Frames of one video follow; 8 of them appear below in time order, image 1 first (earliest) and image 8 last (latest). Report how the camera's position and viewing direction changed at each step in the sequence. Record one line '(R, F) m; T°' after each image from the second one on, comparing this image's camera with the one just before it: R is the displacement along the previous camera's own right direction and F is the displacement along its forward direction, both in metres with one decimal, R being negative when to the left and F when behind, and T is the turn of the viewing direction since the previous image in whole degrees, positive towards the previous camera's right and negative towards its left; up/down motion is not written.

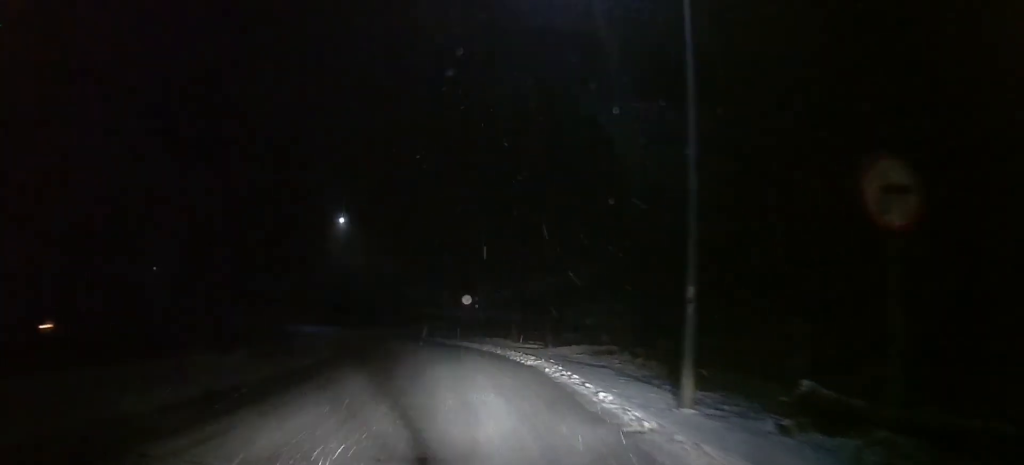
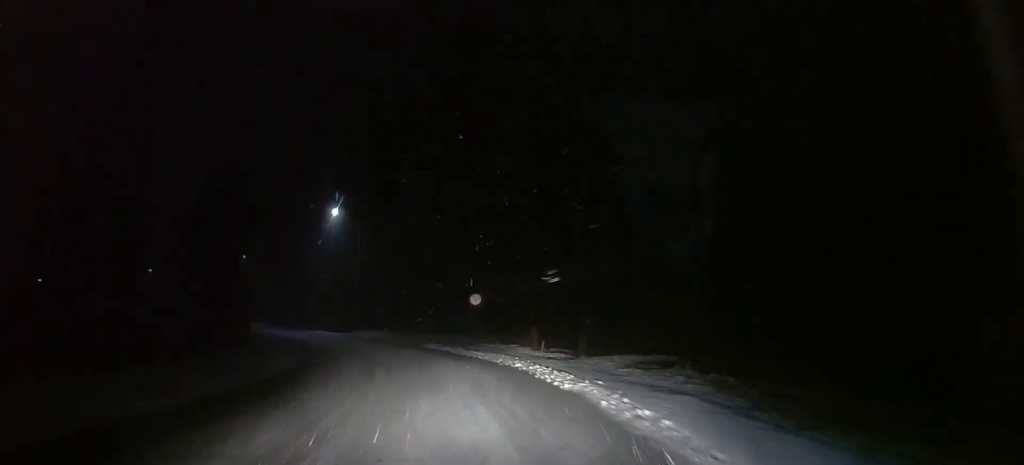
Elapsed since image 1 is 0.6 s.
(0.0, +5.6) m; 0°
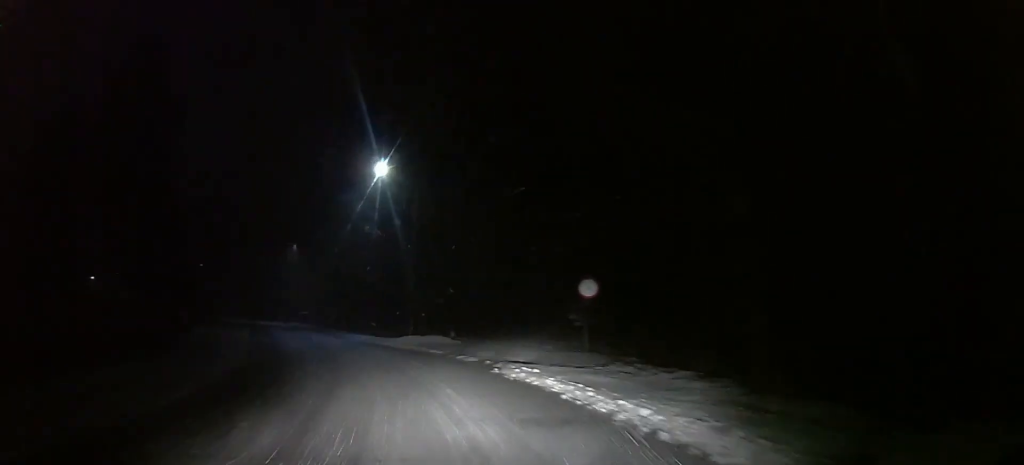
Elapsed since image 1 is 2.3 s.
(0.0, +14.4) m; 0°
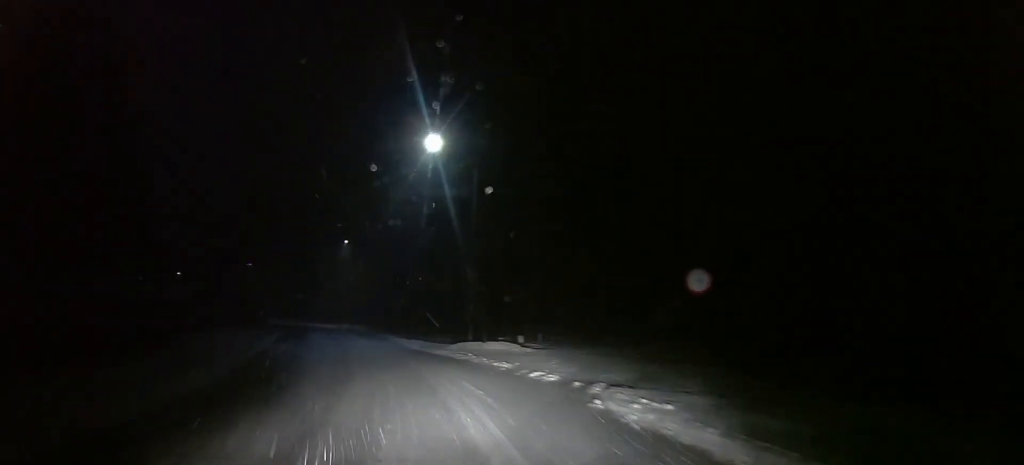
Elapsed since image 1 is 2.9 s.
(0.0, +5.8) m; -2°
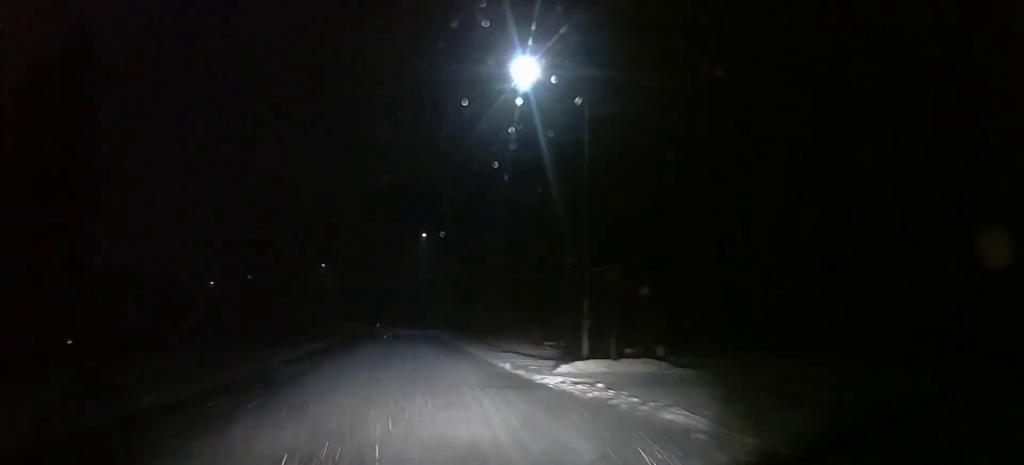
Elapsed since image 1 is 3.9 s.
(-0.4, +9.1) m; -12°
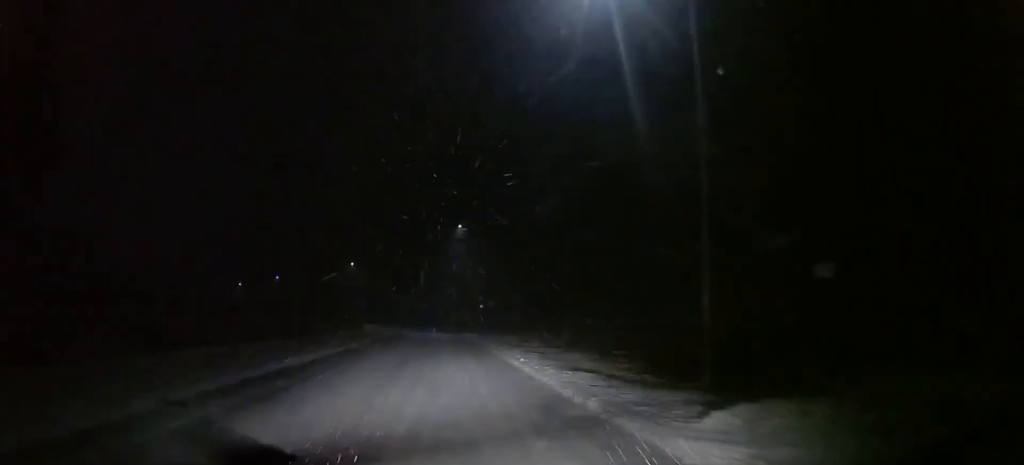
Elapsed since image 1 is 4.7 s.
(-0.8, +7.5) m; -14°
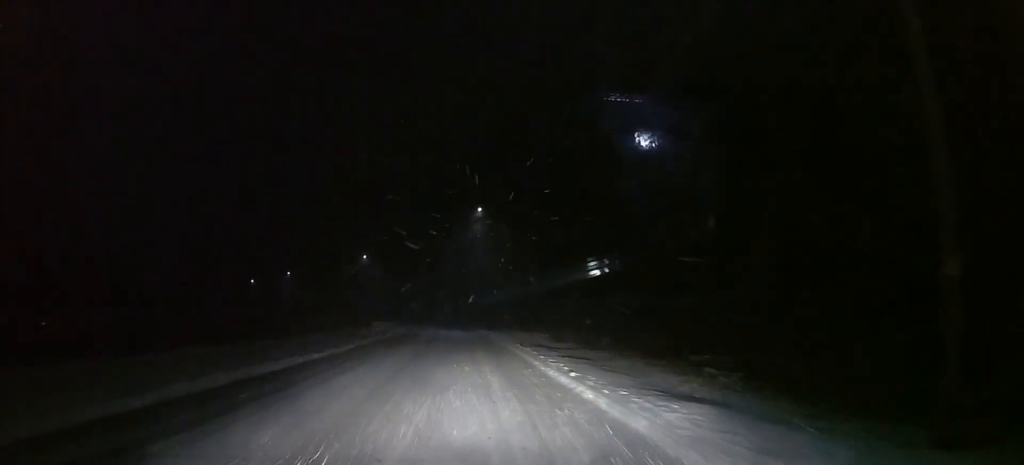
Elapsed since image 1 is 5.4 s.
(-1.0, +6.9) m; 0°
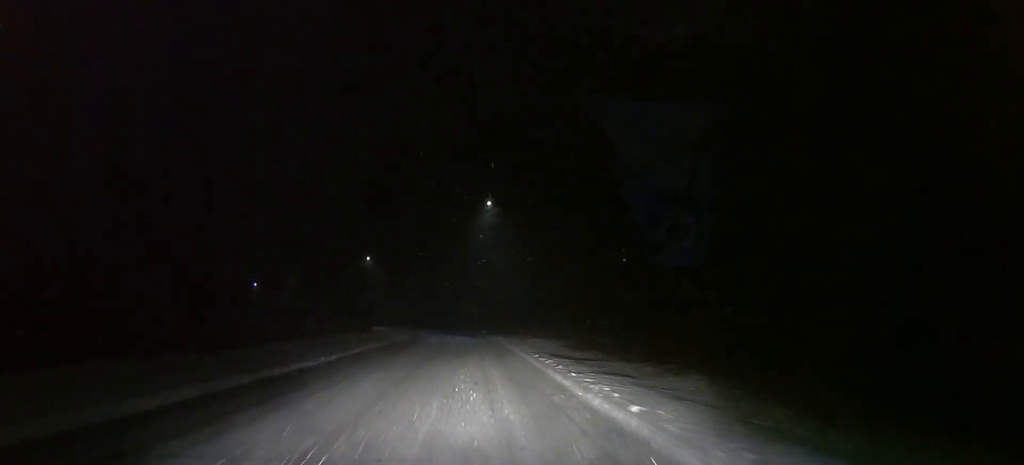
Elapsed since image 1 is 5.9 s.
(-0.1, +4.2) m; 0°
